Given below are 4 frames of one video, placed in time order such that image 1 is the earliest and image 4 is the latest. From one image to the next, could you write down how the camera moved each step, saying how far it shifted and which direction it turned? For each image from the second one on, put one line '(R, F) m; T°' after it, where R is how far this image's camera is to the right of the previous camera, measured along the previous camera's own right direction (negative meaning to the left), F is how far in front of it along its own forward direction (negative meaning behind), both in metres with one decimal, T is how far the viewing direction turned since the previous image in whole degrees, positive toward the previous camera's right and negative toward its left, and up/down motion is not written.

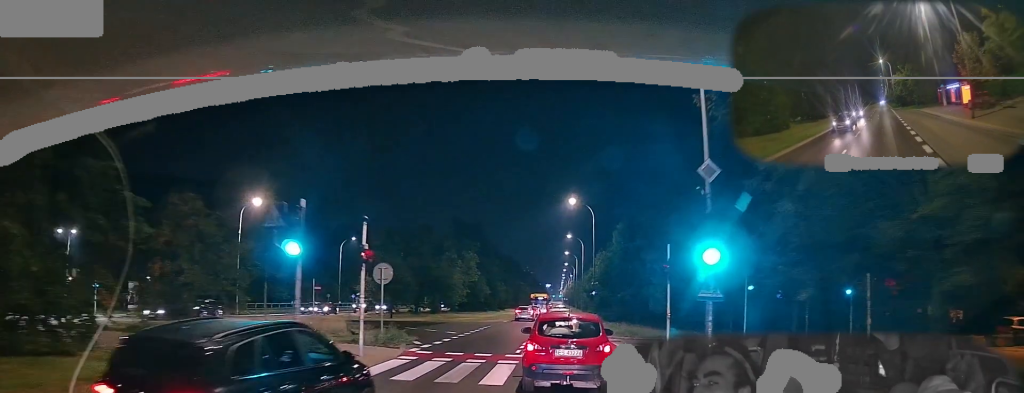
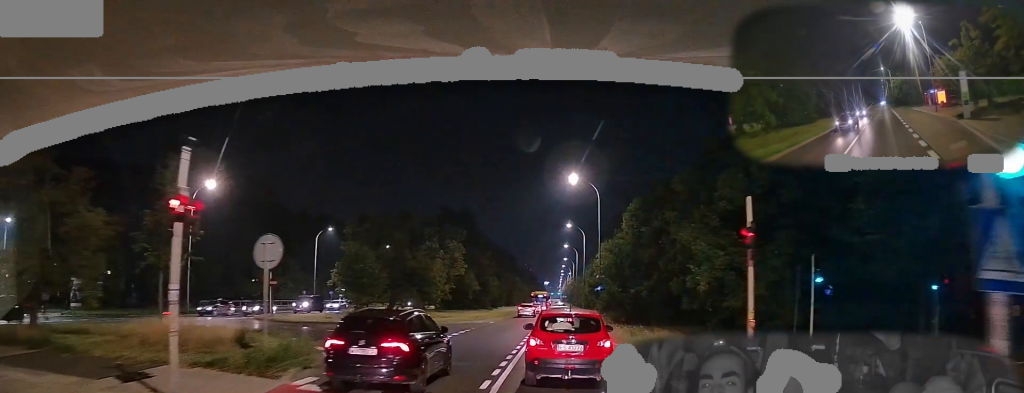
(0.0, +8.7) m; 0°
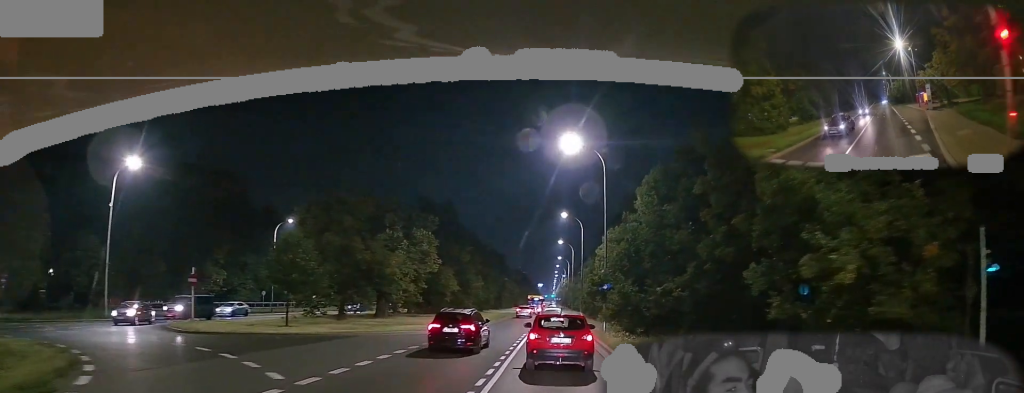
(0.0, +10.7) m; +1°
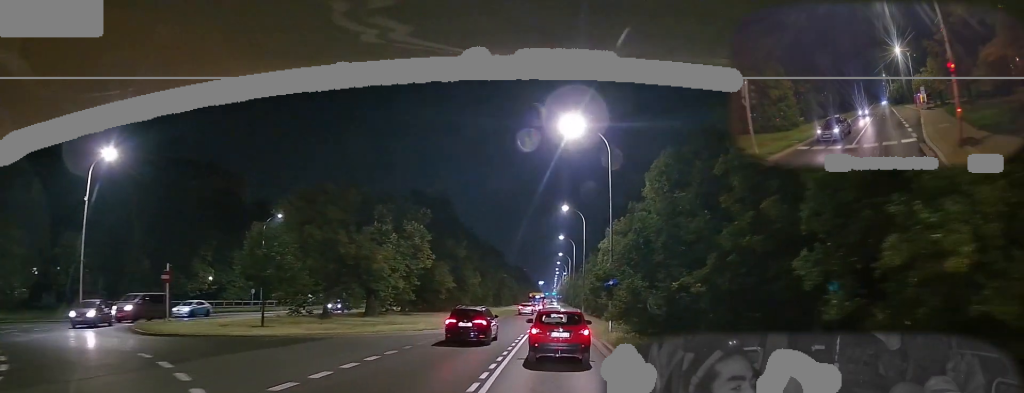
(0.0, +3.1) m; 0°
